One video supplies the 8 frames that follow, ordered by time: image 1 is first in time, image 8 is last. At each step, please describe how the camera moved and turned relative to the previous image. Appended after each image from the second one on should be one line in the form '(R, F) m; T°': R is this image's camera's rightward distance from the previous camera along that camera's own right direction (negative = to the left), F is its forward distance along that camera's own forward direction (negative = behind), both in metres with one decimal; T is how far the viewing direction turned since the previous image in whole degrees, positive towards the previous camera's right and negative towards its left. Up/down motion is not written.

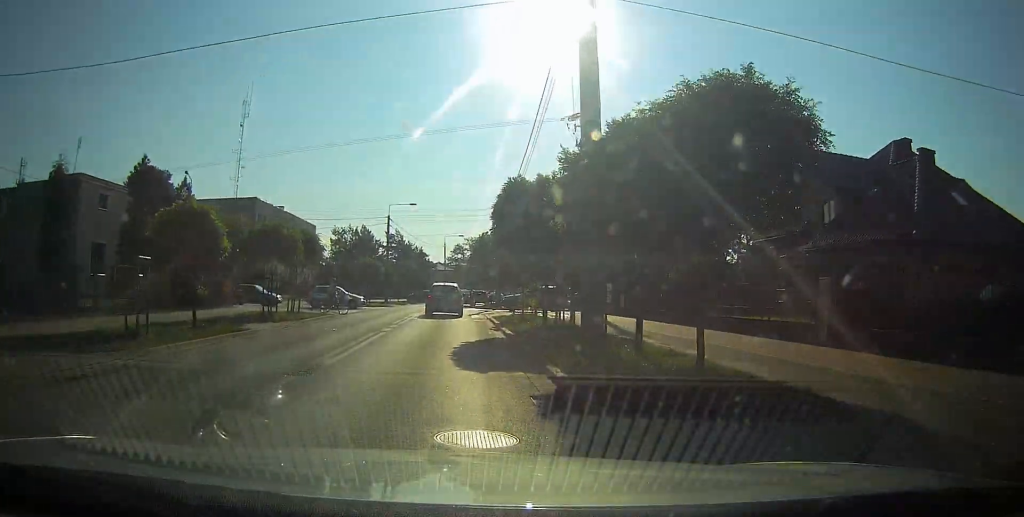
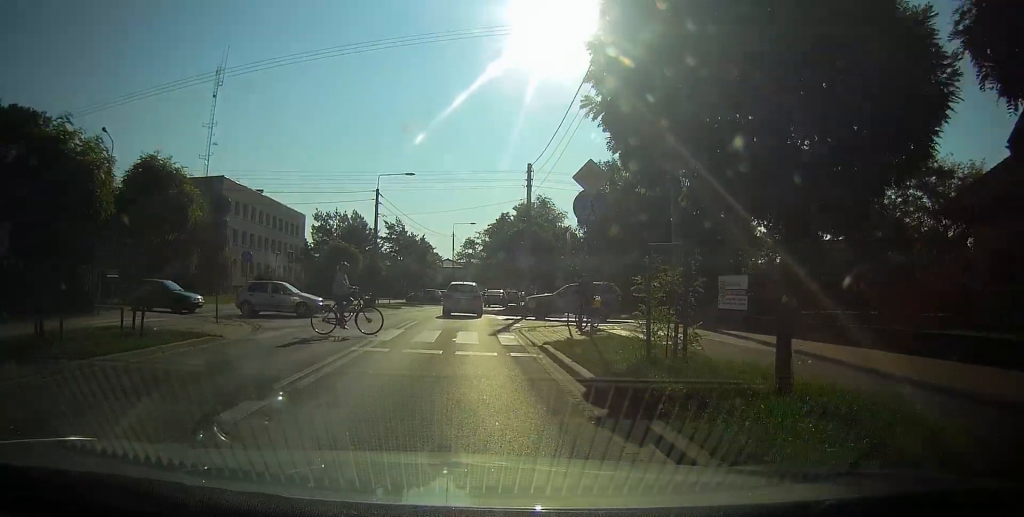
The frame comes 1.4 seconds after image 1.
(-0.1, +14.1) m; -2°
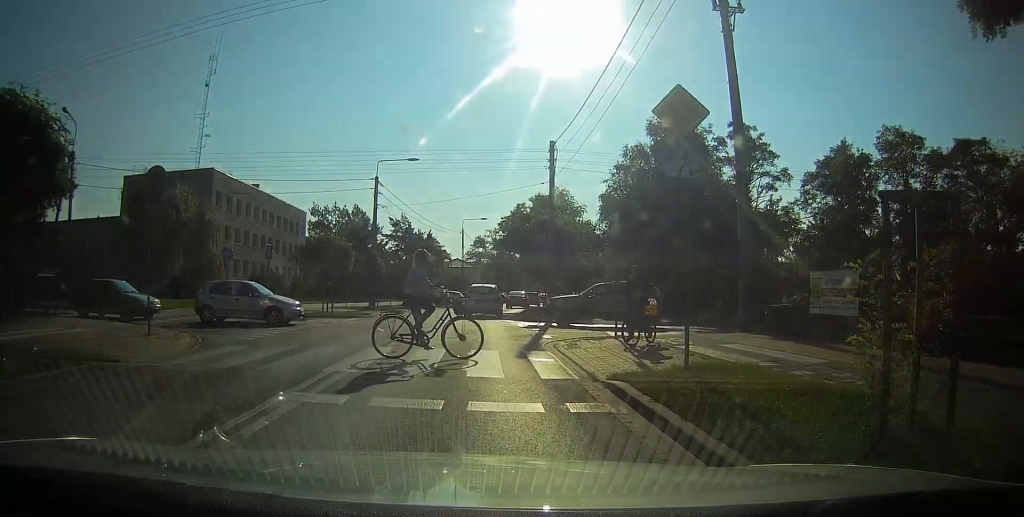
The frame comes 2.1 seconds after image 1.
(-0.1, +5.7) m; 0°
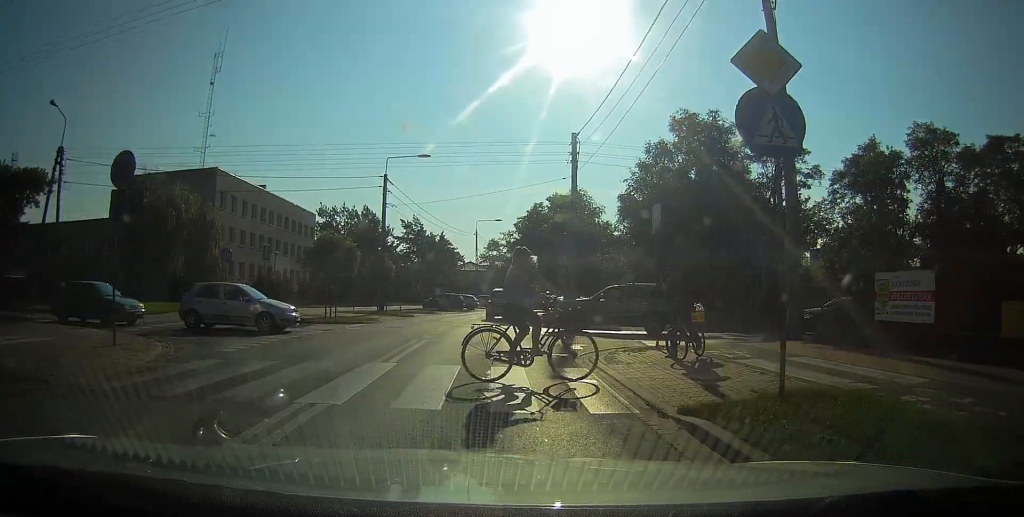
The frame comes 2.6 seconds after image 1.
(0.0, +2.9) m; 0°
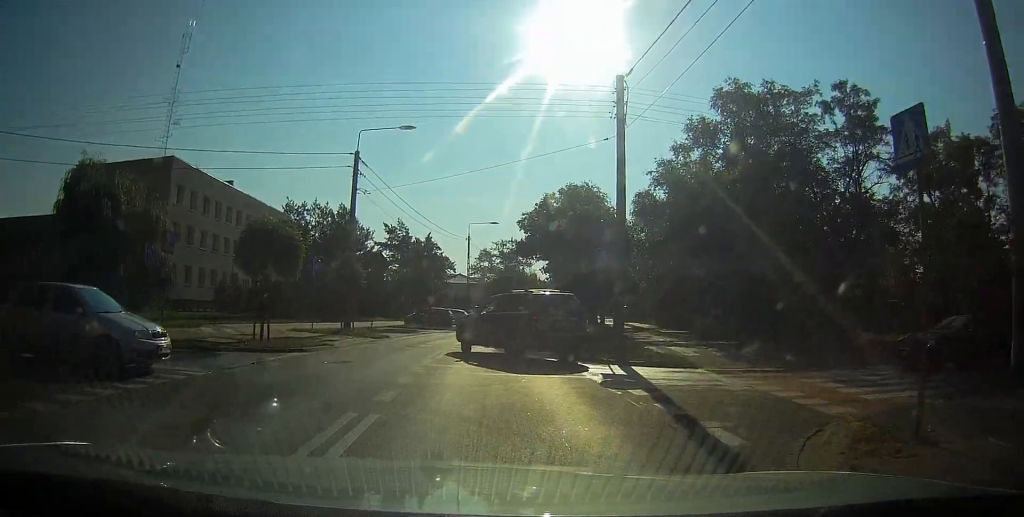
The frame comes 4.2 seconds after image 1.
(+0.2, +10.0) m; +2°
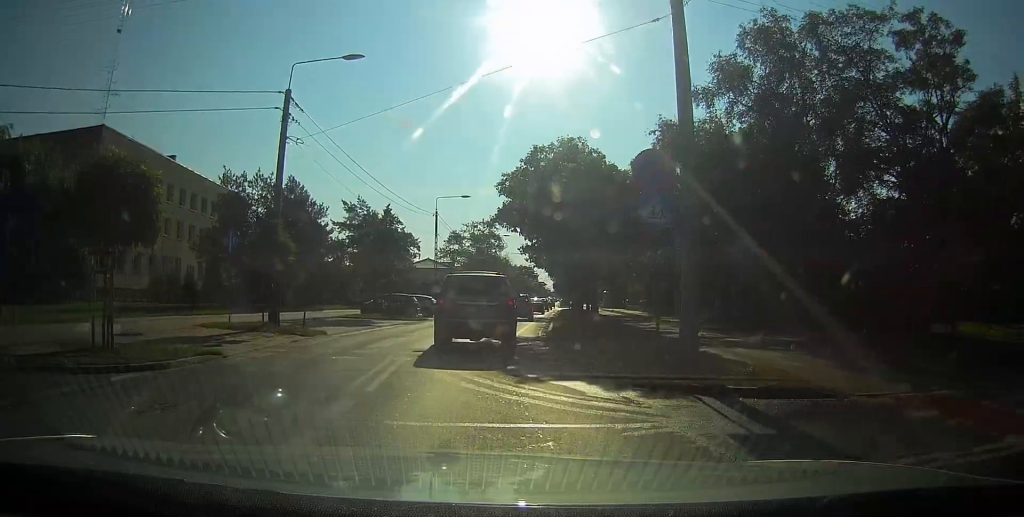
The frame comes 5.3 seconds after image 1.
(+0.1, +7.7) m; +2°
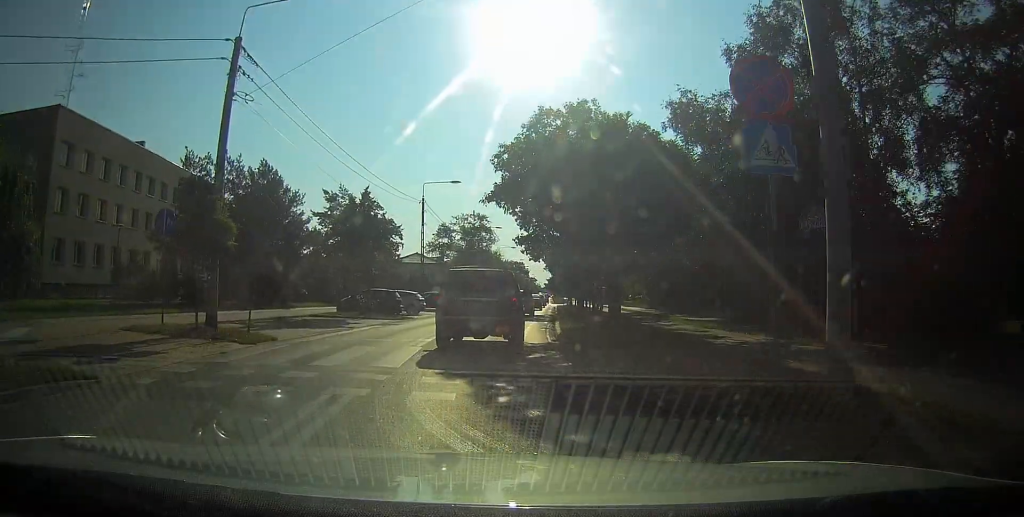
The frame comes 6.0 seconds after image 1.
(0.0, +4.6) m; +1°
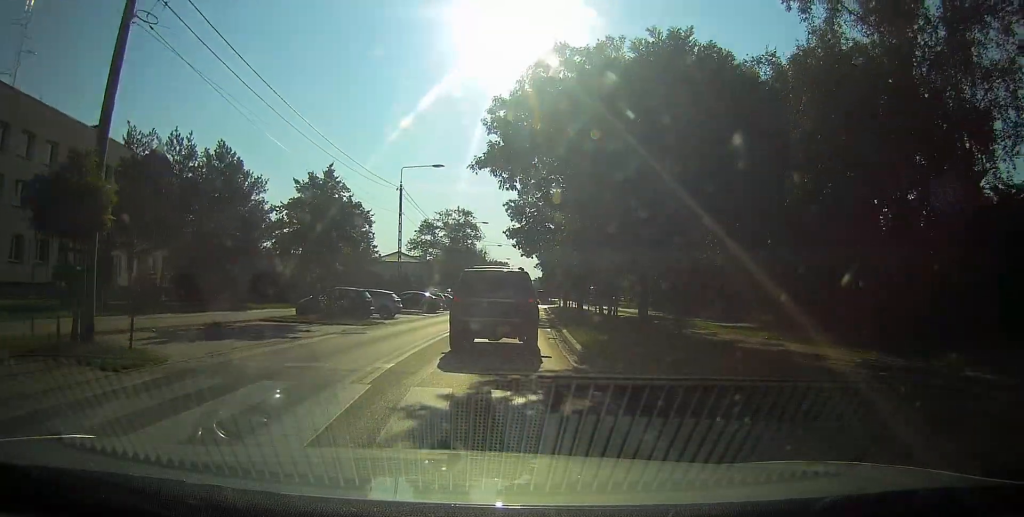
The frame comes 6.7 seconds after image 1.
(0.0, +5.9) m; +2°
